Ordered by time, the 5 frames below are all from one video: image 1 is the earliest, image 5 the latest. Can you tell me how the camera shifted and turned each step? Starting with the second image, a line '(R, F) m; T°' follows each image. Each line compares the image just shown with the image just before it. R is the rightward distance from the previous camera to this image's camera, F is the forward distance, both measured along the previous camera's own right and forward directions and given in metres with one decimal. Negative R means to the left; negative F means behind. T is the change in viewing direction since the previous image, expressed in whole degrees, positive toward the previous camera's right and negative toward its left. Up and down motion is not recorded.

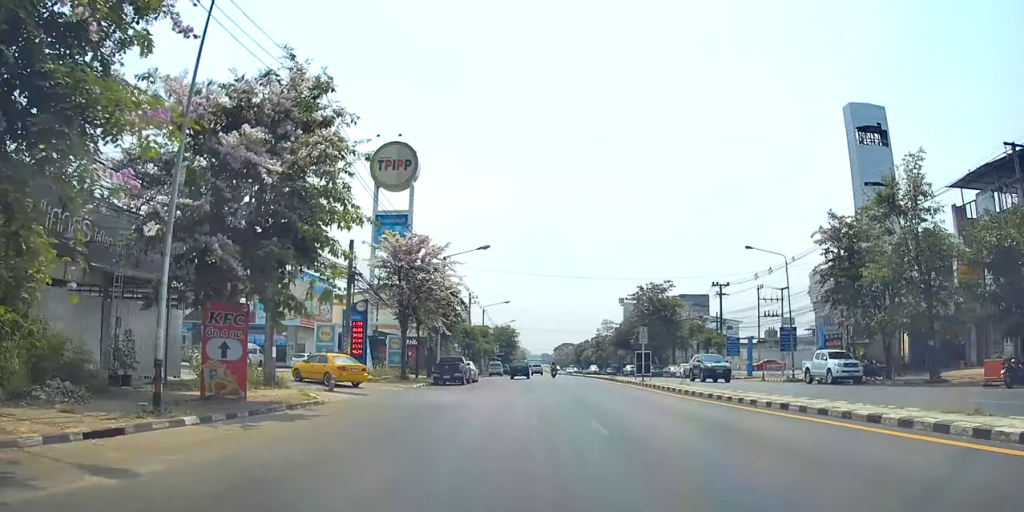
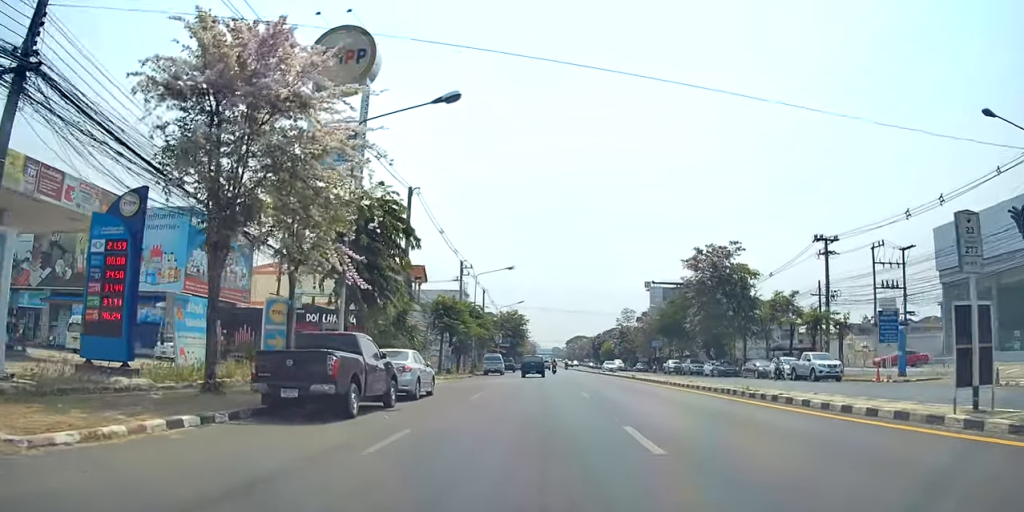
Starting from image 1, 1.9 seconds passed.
(-0.2, +24.6) m; -2°
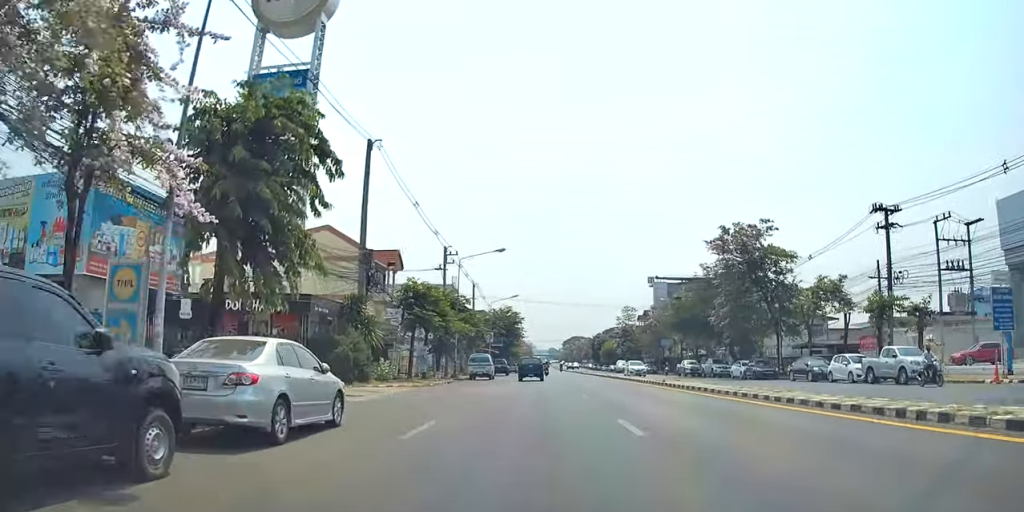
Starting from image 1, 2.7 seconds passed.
(-0.1, +9.7) m; -1°
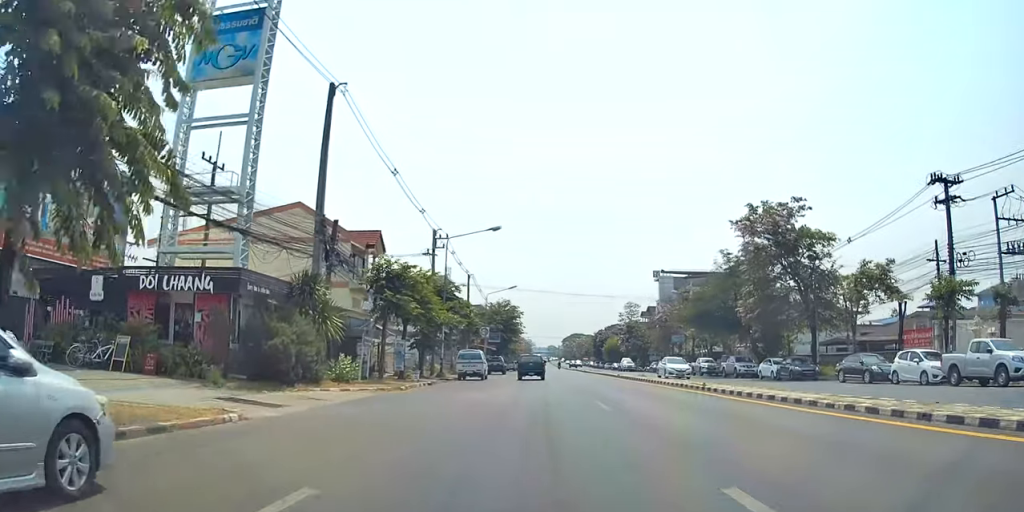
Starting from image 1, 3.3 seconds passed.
(-0.3, +7.4) m; 0°
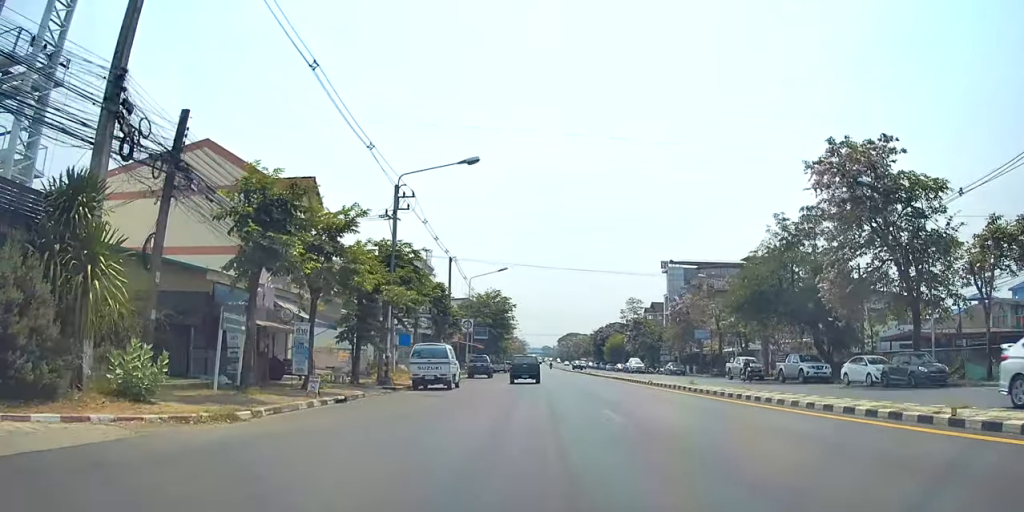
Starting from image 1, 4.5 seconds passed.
(+0.3, +15.3) m; -1°
